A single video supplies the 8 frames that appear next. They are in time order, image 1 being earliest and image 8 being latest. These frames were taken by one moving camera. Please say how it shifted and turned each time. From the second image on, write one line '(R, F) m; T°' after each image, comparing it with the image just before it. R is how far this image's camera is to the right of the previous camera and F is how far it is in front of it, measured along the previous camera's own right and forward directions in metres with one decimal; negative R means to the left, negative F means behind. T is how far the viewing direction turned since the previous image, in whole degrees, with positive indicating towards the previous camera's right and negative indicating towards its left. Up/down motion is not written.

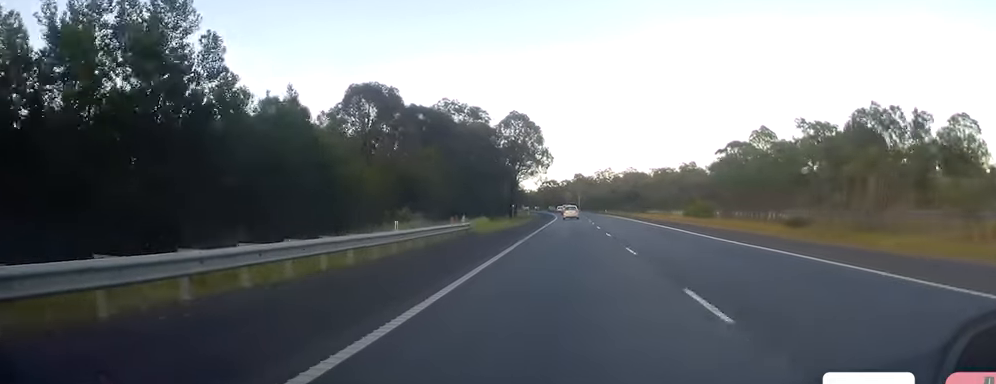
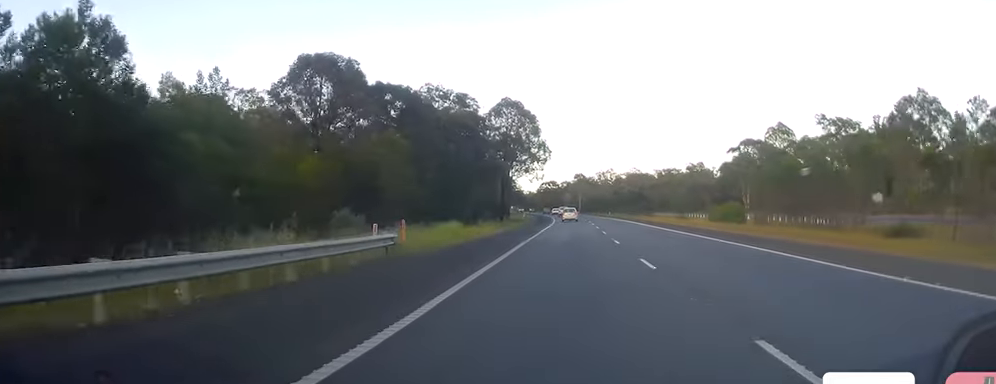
(+0.3, +16.1) m; 0°
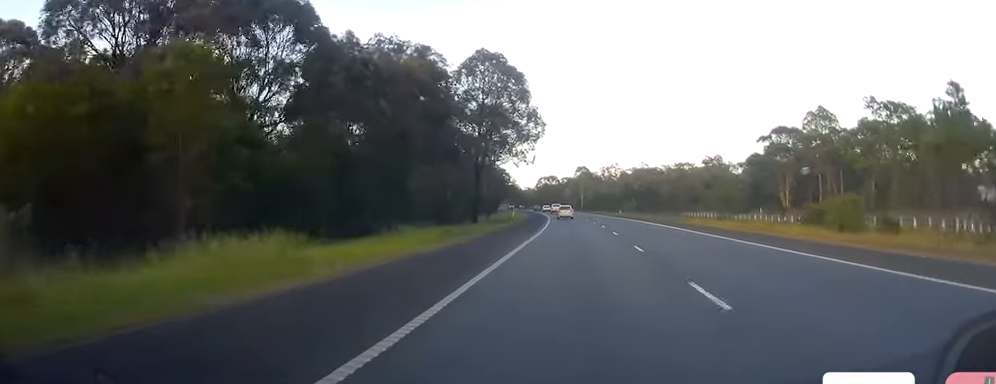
(-0.2, +30.3) m; 0°
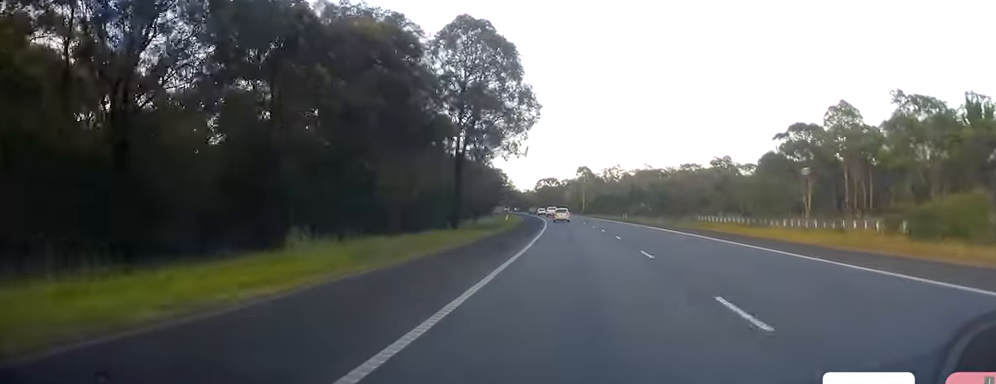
(-0.2, +13.3) m; 0°
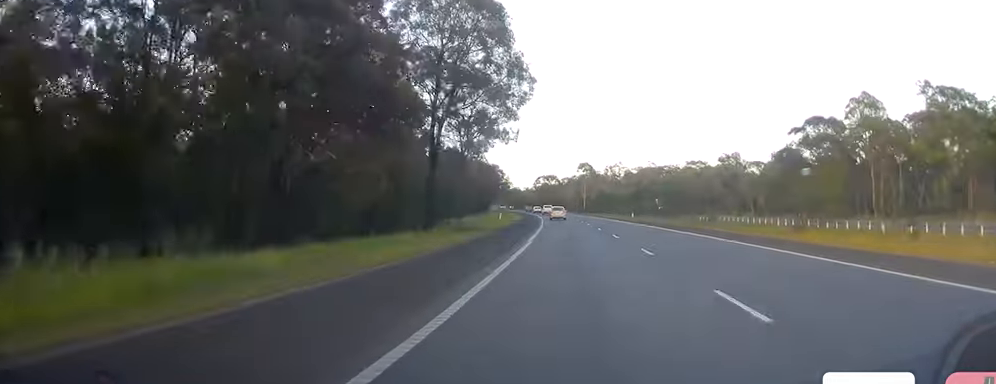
(+0.3, +11.4) m; 0°
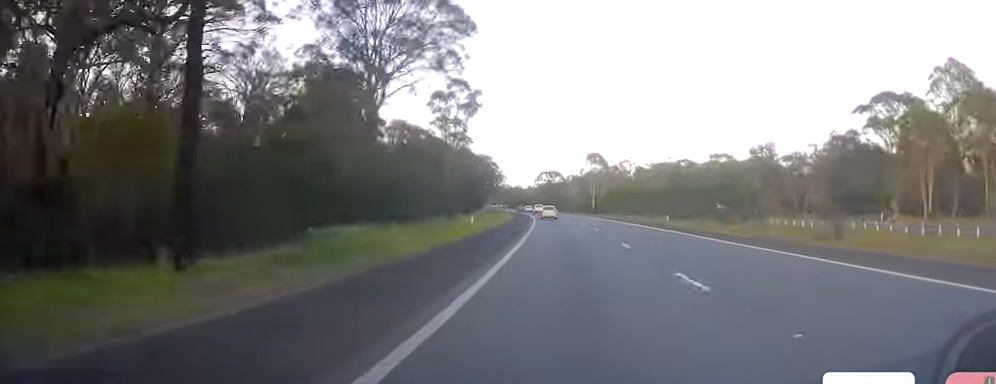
(-0.1, +32.4) m; -1°
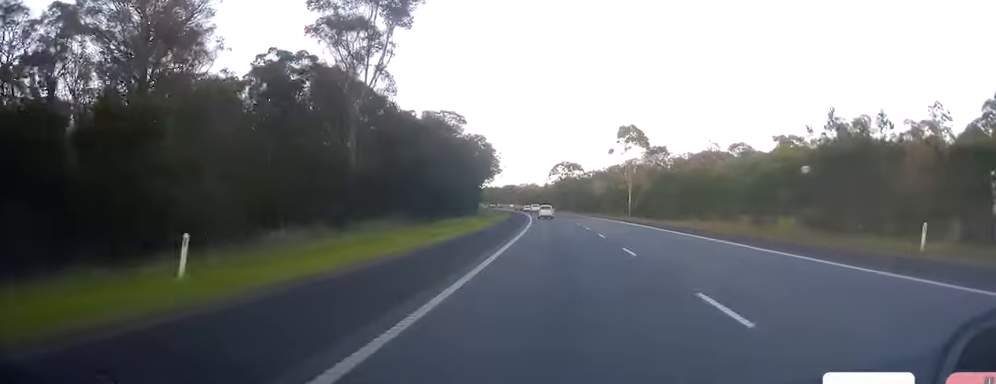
(-0.2, +51.7) m; 0°
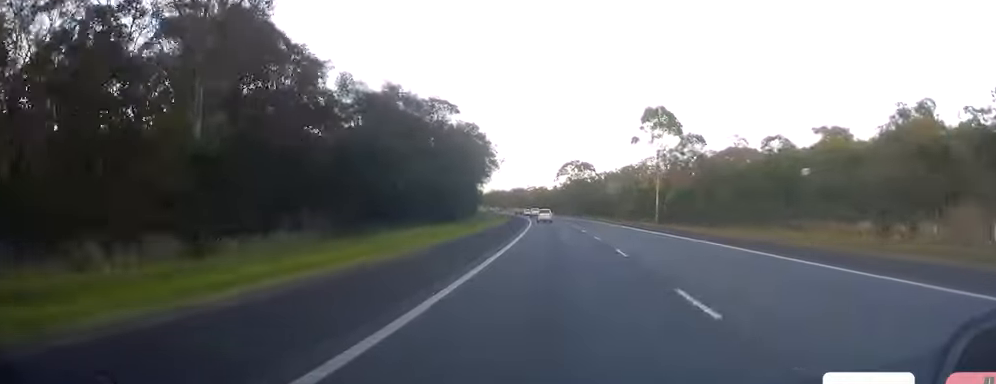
(0.0, +23.0) m; -1°
